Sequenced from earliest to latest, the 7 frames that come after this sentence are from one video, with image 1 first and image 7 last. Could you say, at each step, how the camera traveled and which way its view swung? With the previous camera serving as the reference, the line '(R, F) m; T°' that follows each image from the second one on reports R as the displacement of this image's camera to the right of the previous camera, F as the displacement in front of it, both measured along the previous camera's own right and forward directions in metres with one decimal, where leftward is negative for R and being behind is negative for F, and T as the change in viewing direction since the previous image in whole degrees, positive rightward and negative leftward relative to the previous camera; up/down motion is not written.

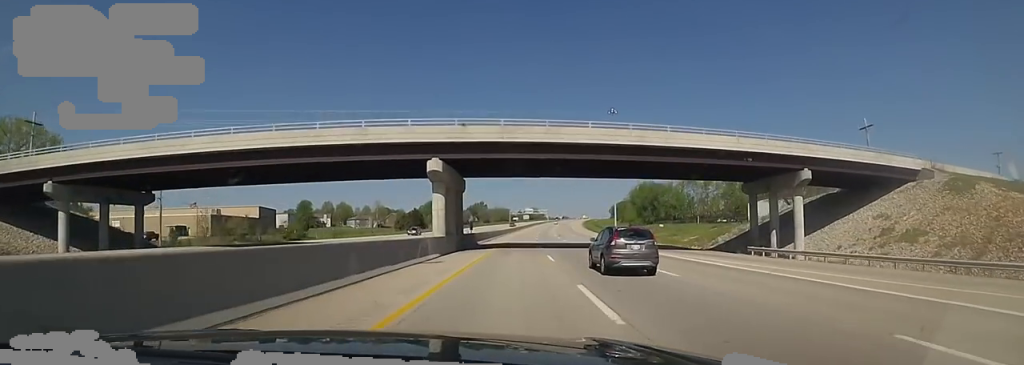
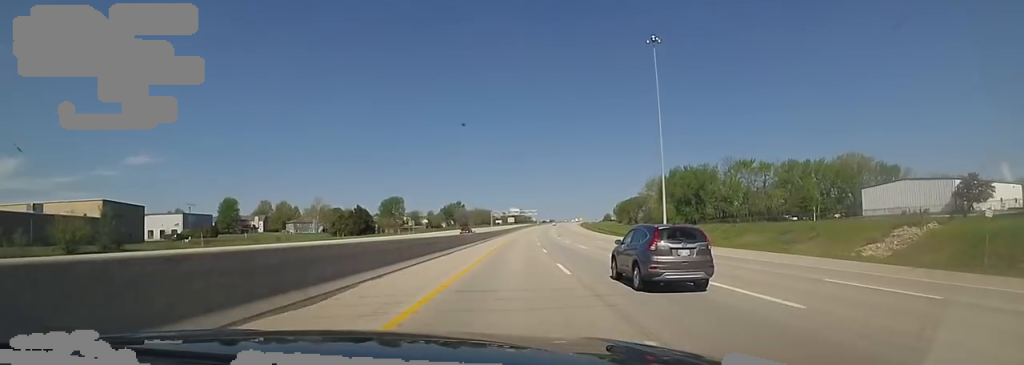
(+1.1, +52.6) m; +2°
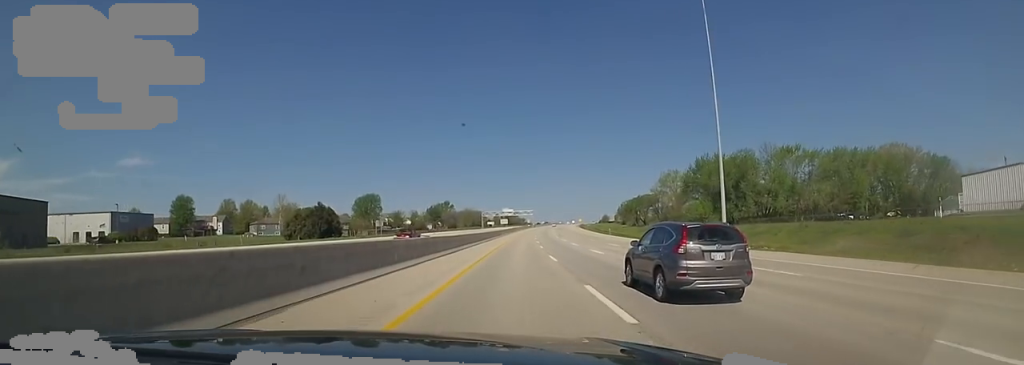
(+0.6, +23.9) m; 0°
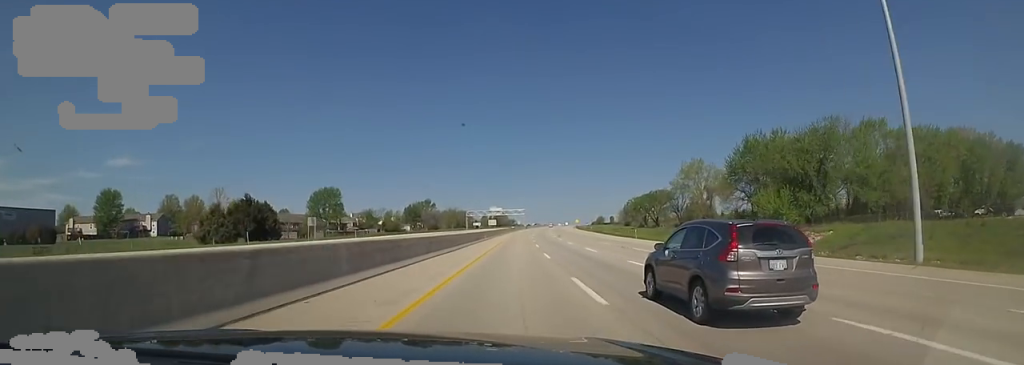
(-0.9, +28.6) m; 0°
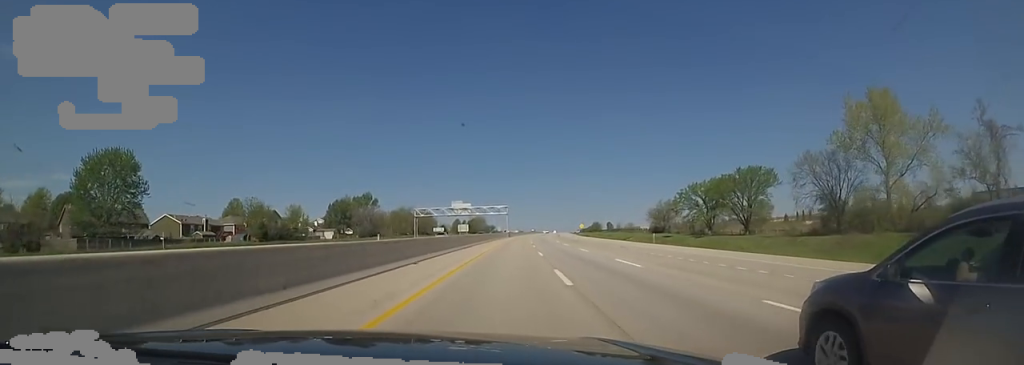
(+2.9, +72.2) m; +3°
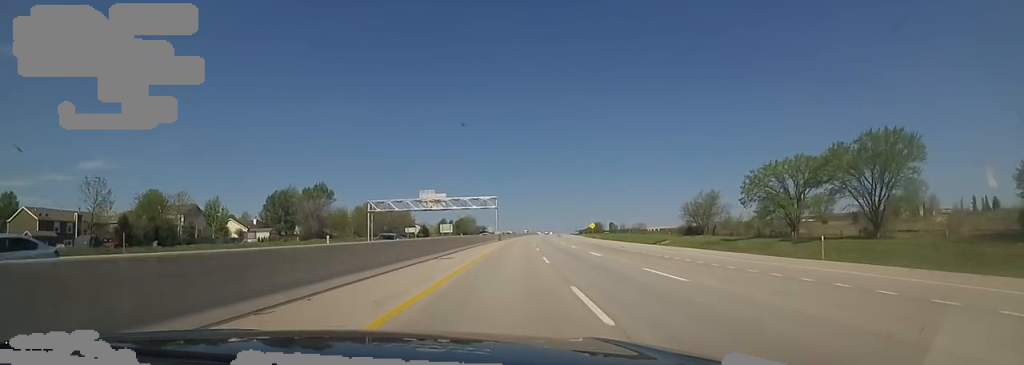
(+0.1, +35.2) m; +2°
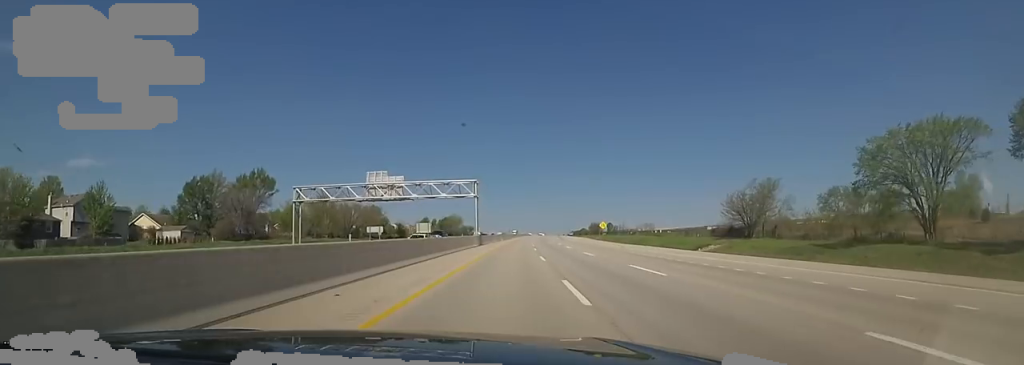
(+1.1, +28.2) m; 0°
